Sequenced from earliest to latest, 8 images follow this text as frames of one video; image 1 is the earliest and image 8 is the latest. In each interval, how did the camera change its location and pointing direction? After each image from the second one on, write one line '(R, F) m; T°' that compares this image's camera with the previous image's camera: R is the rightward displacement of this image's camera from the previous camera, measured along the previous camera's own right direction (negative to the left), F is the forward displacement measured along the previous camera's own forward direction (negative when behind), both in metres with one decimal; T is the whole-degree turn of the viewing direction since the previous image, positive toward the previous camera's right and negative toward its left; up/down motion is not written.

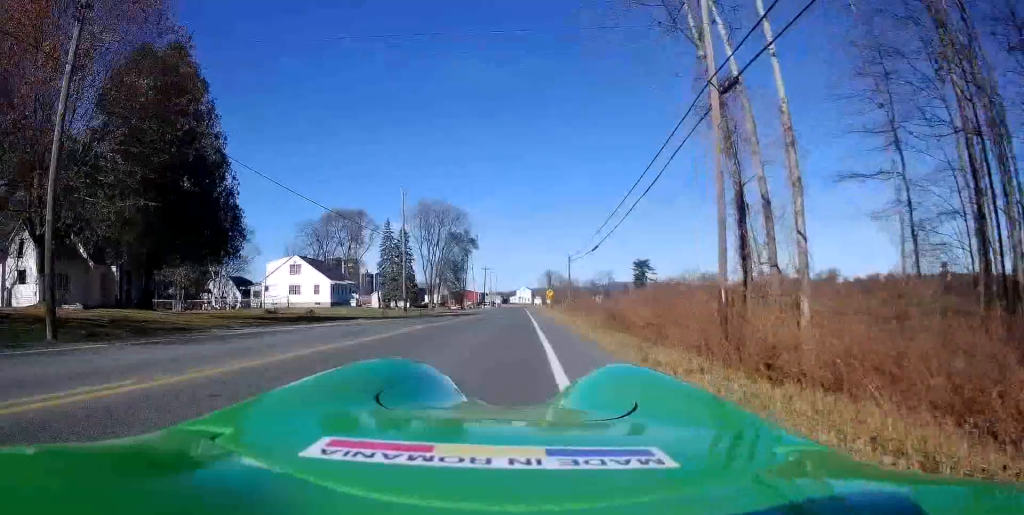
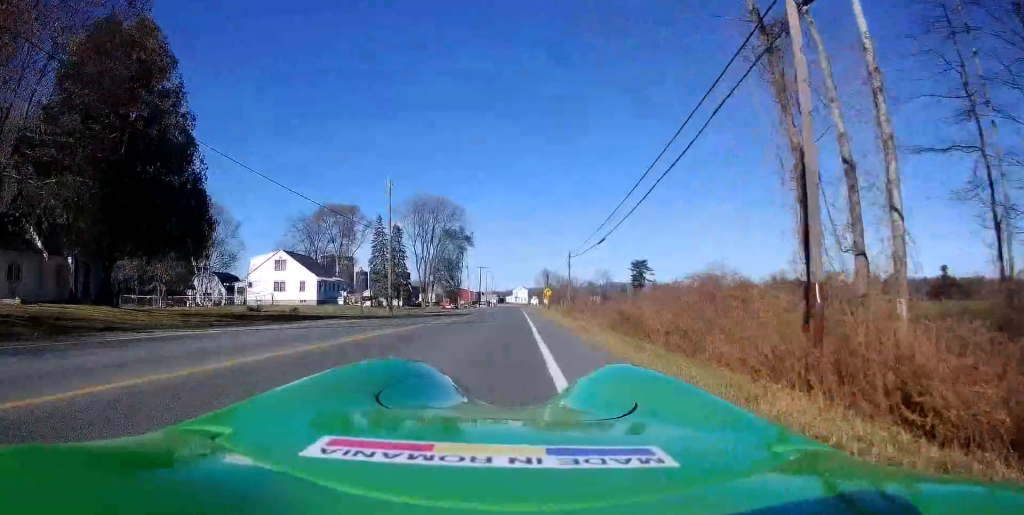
(-0.2, +4.3) m; +3°
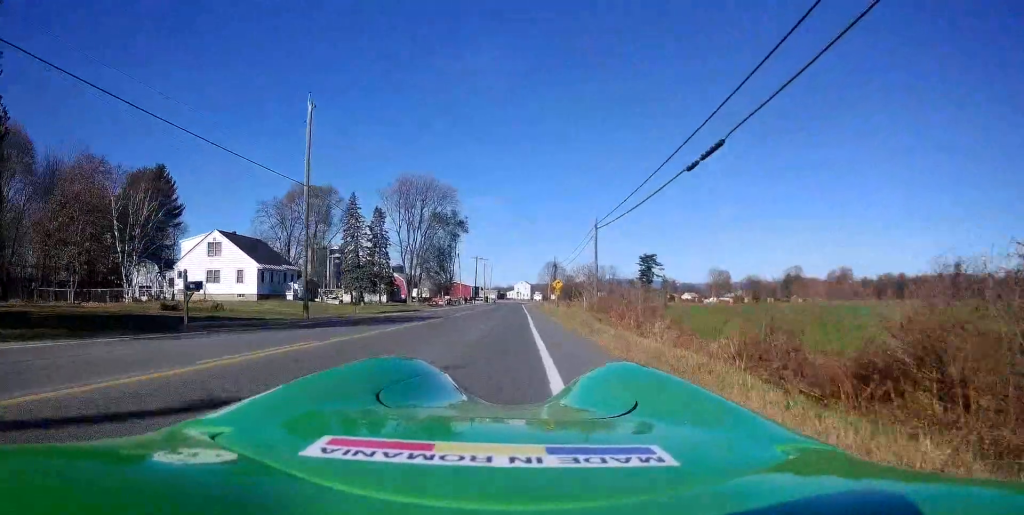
(+2.1, +17.9) m; +7°
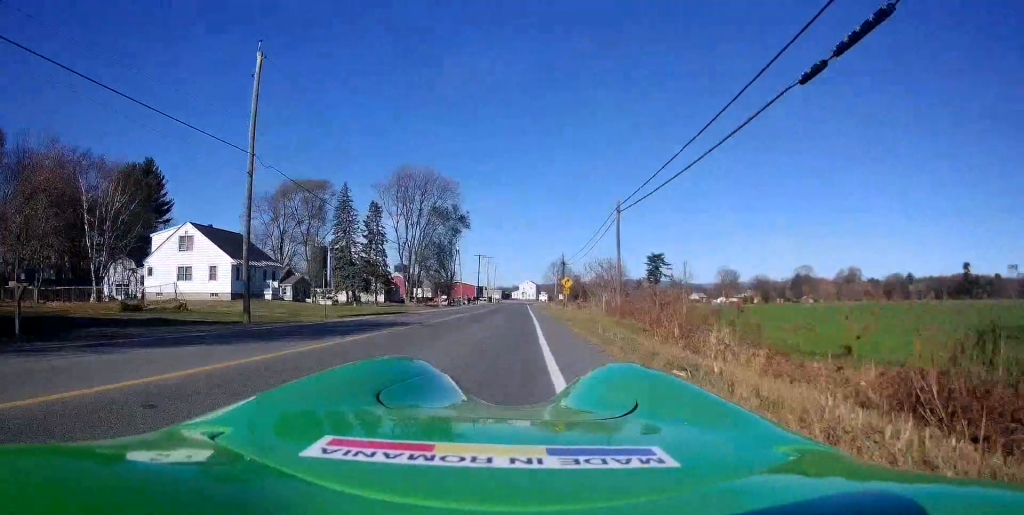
(-0.1, +6.4) m; -2°
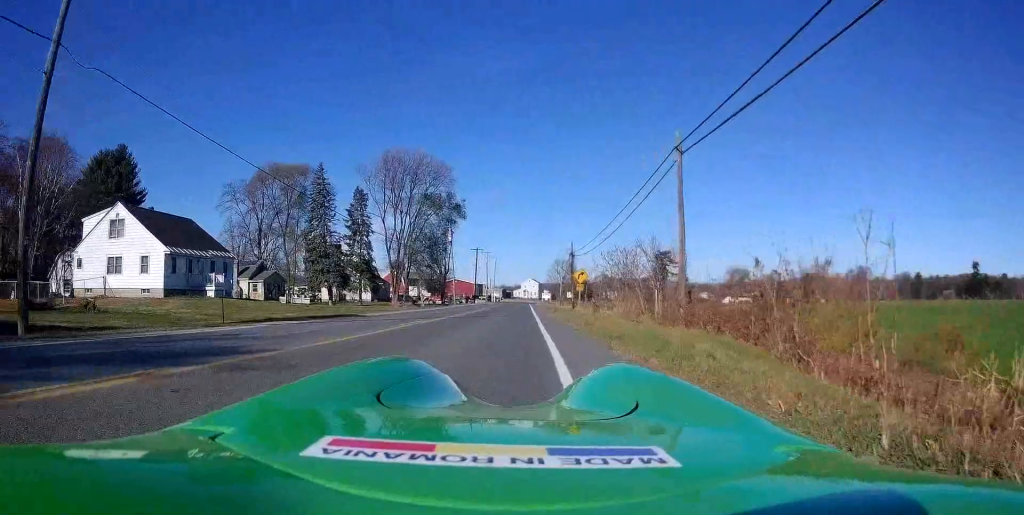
(-0.3, +11.4) m; -2°
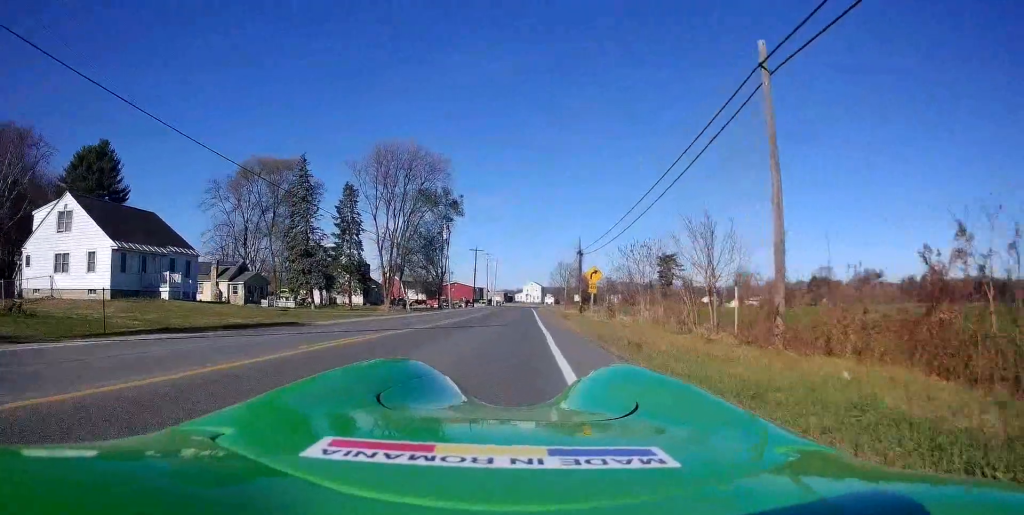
(-0.1, +6.5) m; 0°
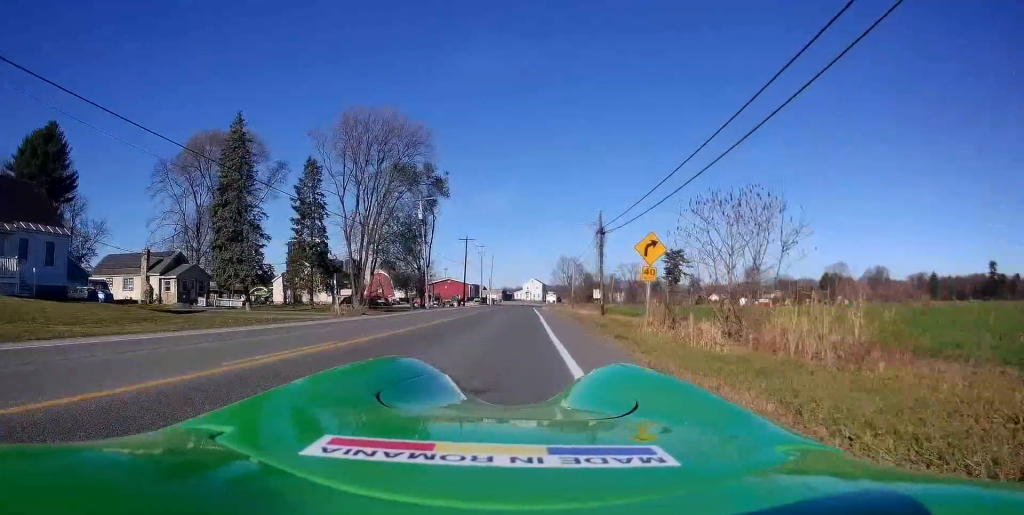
(-0.1, +15.3) m; -2°
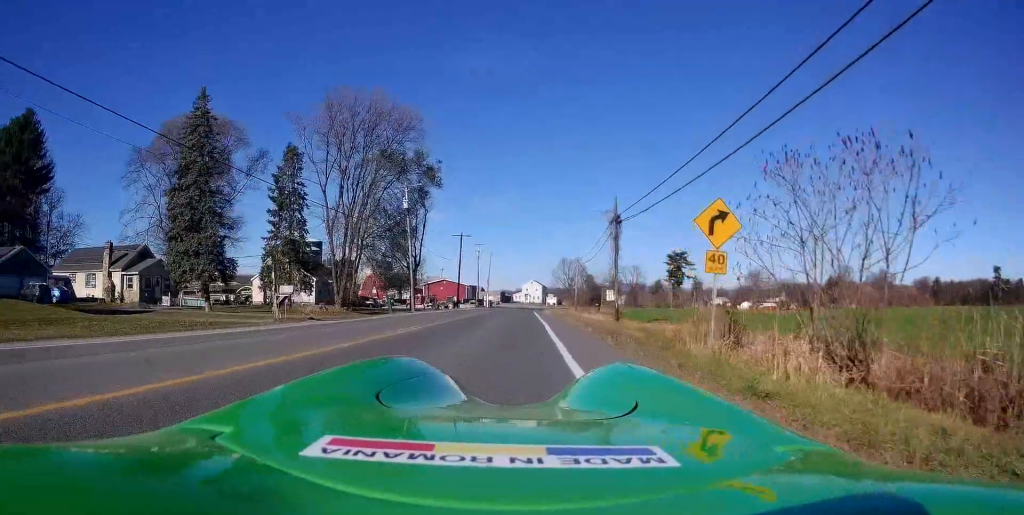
(0.0, +6.3) m; -1°
